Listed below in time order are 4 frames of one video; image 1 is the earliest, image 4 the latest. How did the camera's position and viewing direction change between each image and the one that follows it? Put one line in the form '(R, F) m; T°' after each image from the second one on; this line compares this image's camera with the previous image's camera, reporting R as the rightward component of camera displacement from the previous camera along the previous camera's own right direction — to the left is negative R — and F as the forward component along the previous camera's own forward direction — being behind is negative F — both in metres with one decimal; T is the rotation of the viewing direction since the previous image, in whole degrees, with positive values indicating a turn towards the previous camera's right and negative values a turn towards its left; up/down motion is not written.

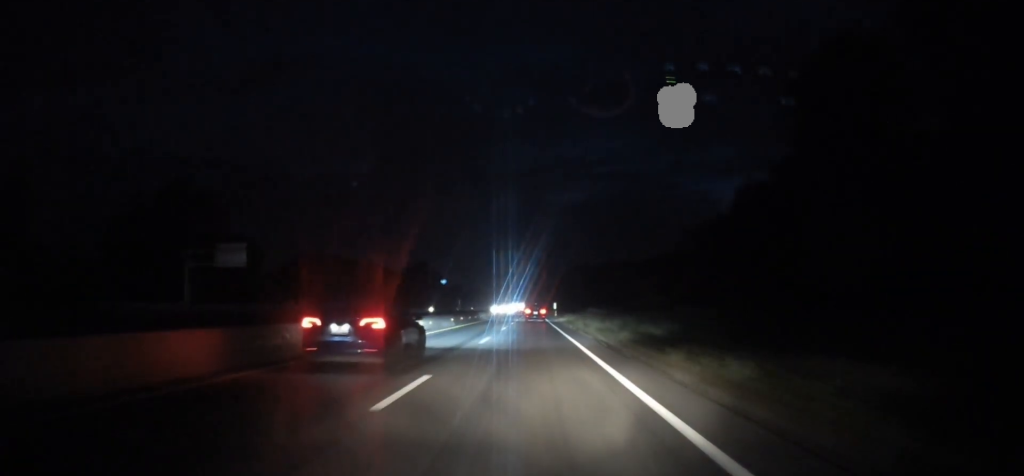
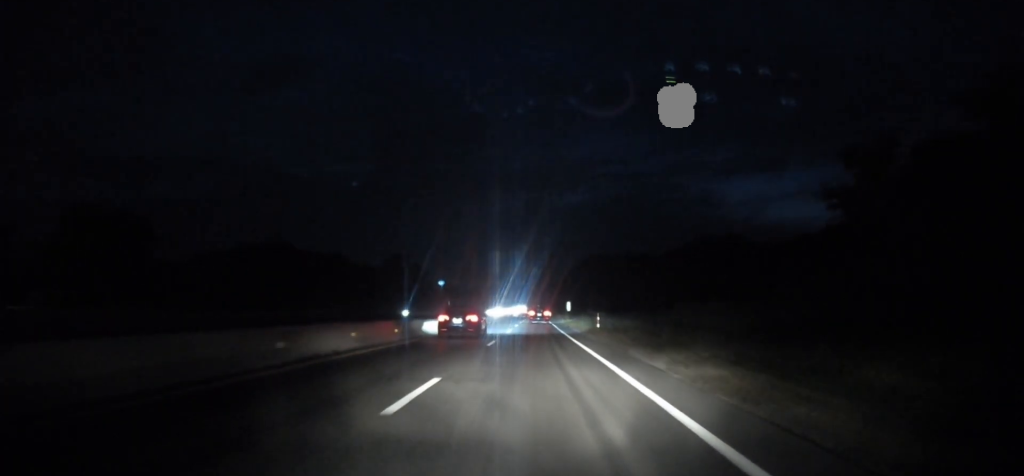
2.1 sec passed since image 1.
(+0.2, +62.1) m; 0°
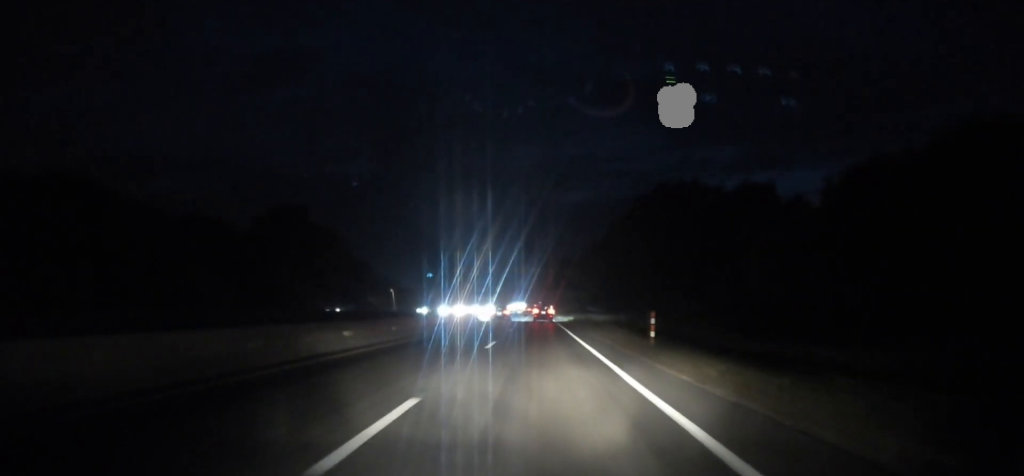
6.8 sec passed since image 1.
(-0.4, +139.2) m; 0°
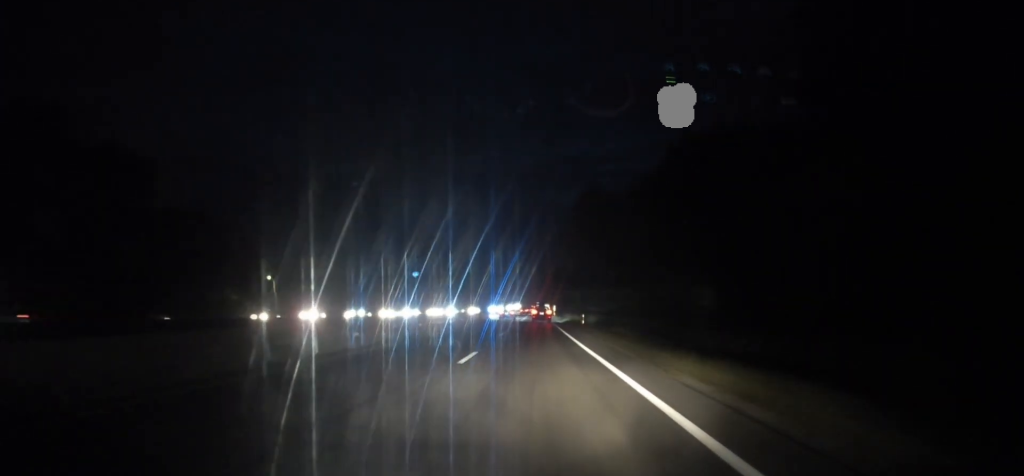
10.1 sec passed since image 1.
(0.0, +96.2) m; 0°
